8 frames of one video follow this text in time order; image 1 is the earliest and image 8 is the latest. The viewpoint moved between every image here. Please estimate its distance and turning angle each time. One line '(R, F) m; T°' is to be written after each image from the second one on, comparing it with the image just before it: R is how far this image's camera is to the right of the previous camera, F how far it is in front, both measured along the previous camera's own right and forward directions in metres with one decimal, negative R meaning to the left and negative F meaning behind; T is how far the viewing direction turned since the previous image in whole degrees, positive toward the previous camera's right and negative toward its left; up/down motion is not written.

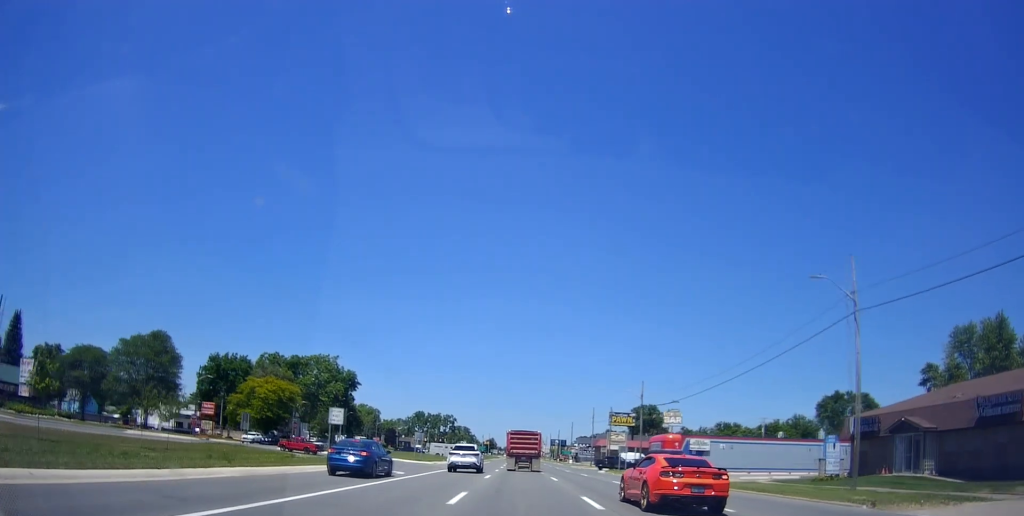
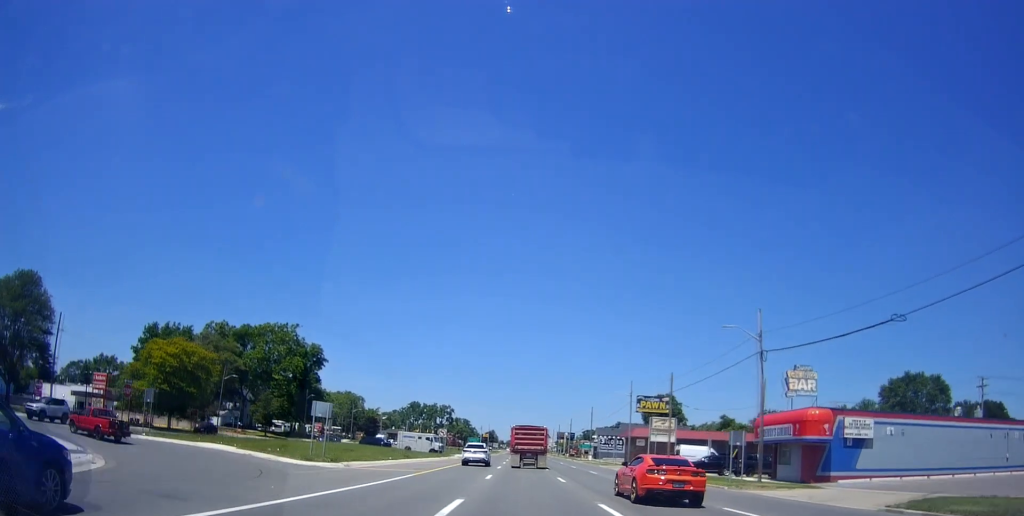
(-0.1, +33.4) m; +2°
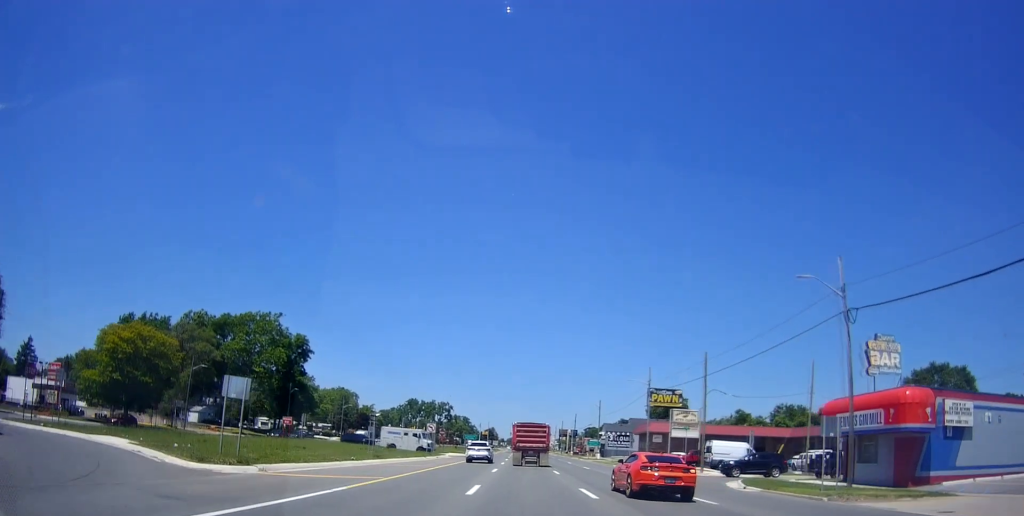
(+0.2, +10.1) m; +1°
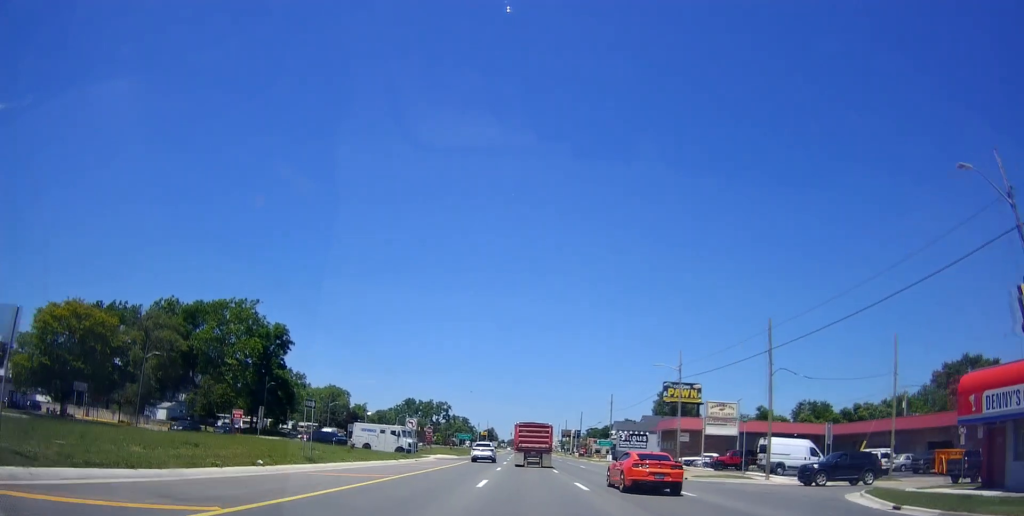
(+0.1, +12.2) m; -1°
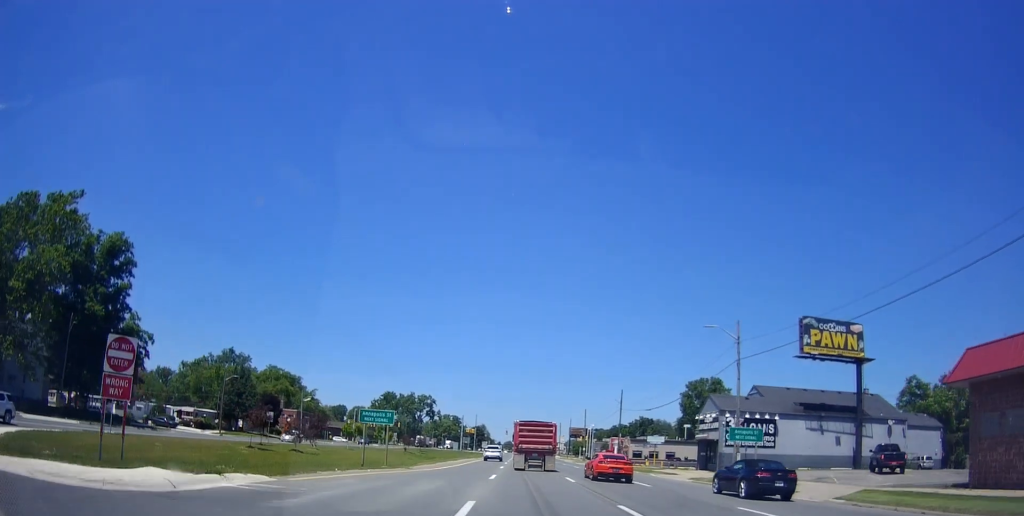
(-0.6, +54.1) m; +1°
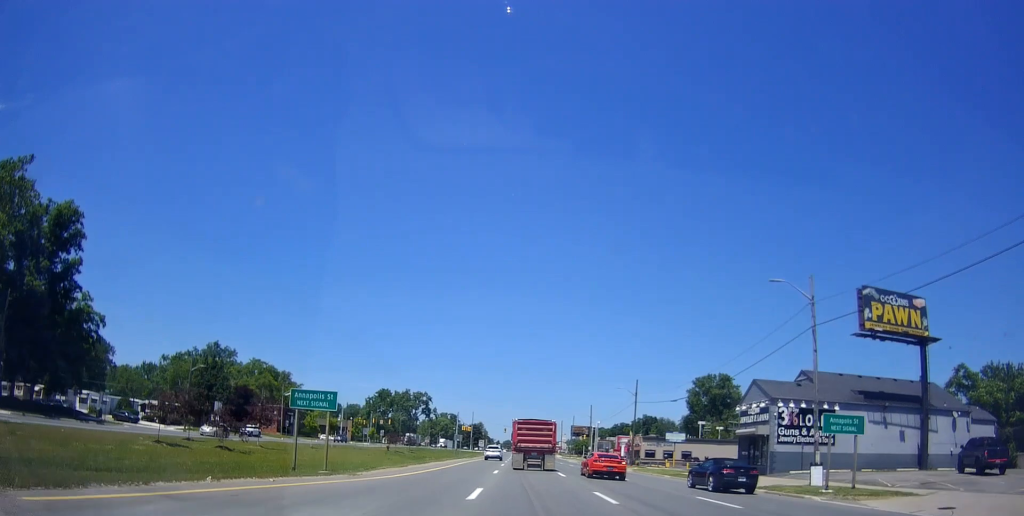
(0.0, +10.9) m; 0°
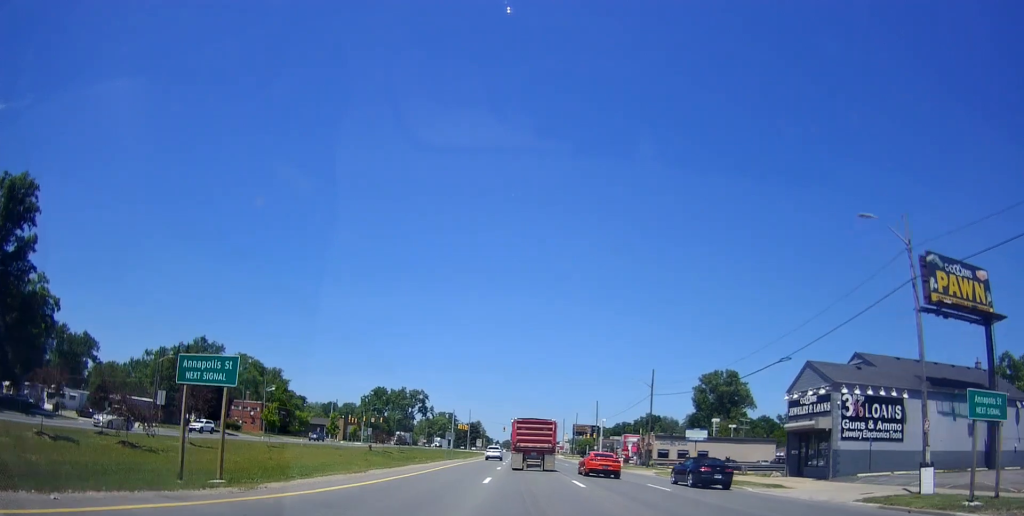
(+0.1, +8.9) m; -1°
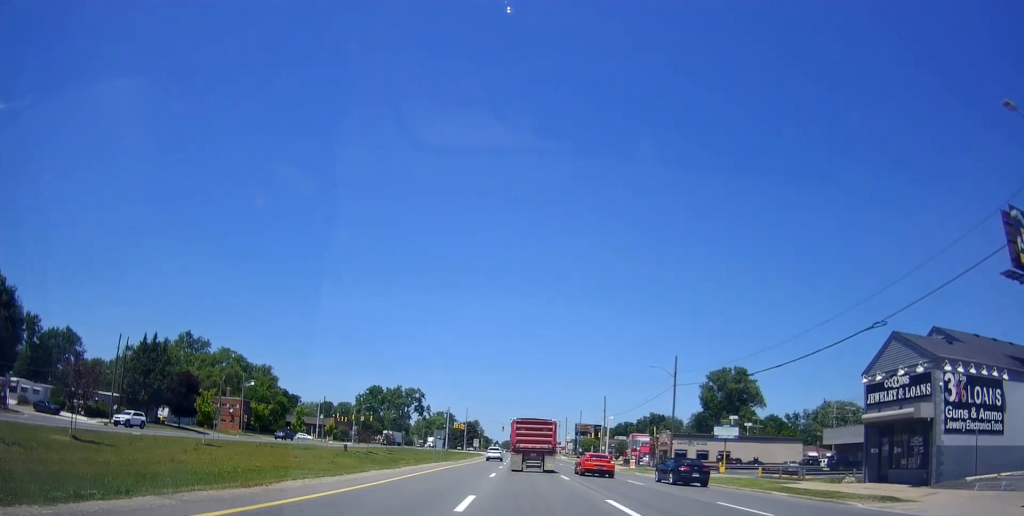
(+0.2, +9.5) m; -1°
